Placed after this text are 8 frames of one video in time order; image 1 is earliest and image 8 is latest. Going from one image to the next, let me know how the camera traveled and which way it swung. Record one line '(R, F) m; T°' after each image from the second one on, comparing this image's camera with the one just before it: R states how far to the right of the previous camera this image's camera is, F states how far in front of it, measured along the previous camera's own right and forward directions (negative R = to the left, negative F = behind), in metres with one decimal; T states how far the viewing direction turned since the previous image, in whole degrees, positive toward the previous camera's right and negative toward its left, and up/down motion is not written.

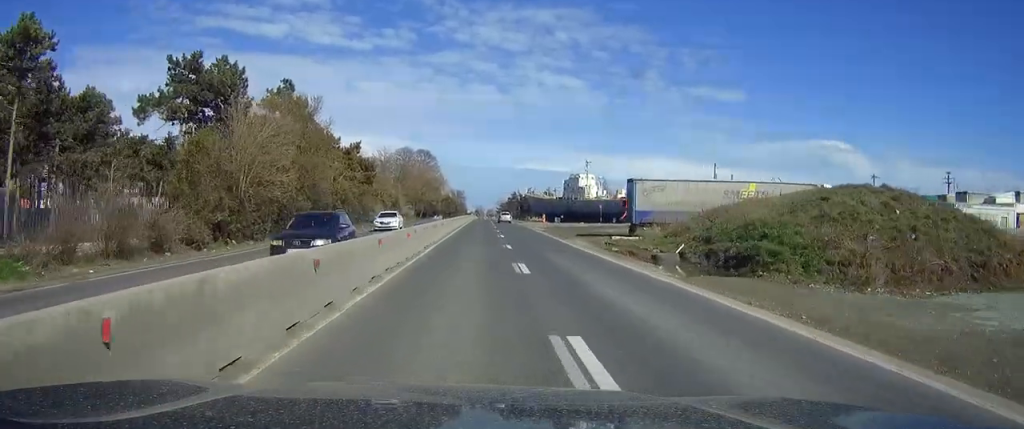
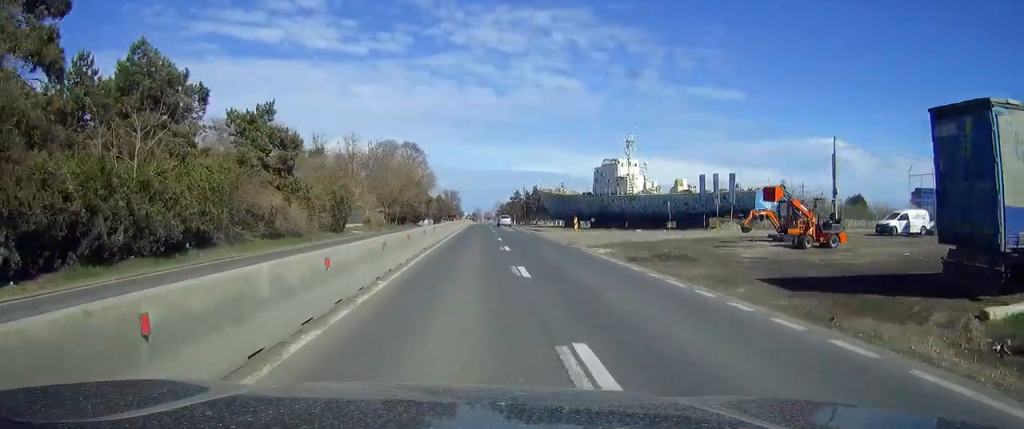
(+0.1, +35.4) m; 0°
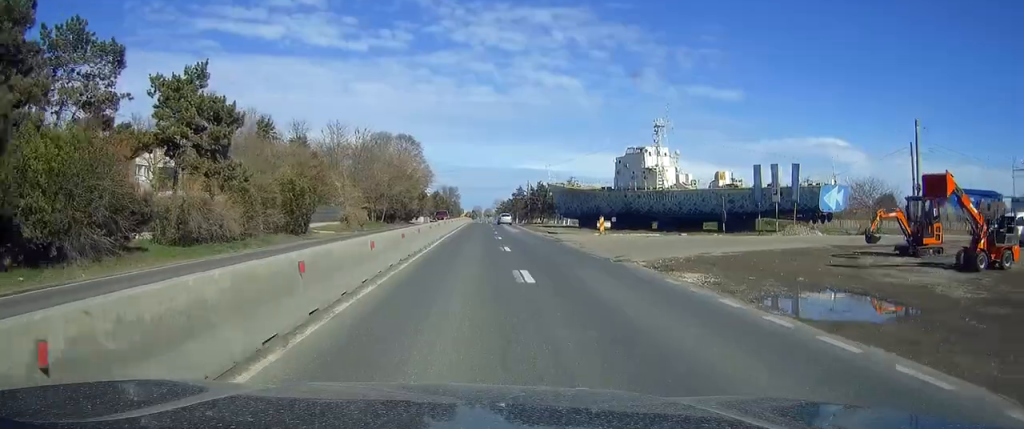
(+0.1, +13.5) m; 0°
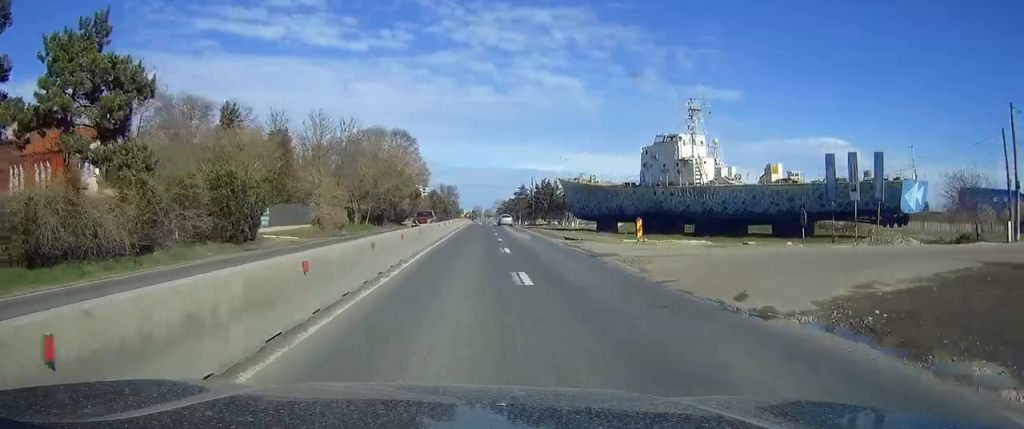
(0.0, +11.8) m; 0°
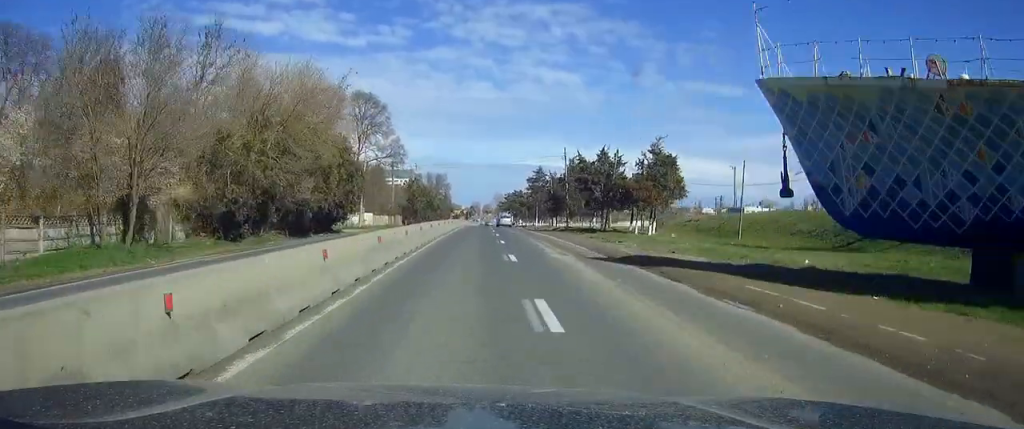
(-0.2, +52.2) m; 0°
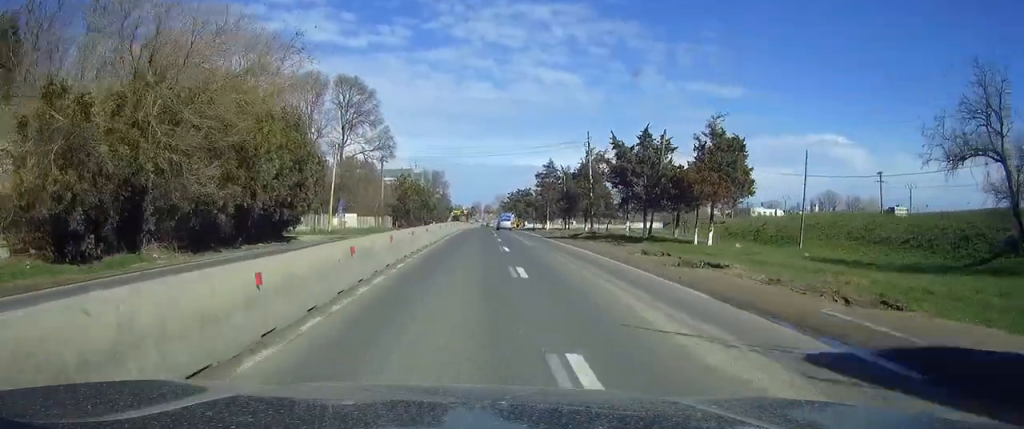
(0.0, +15.8) m; 0°
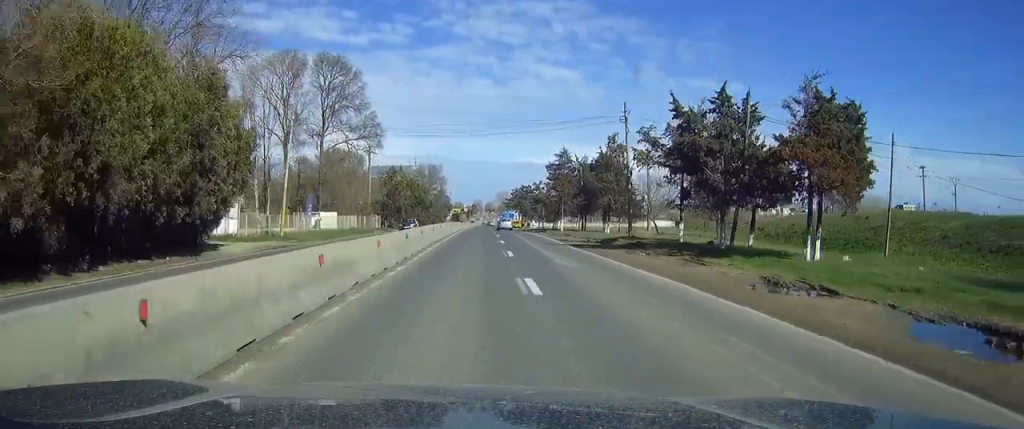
(0.0, +14.8) m; 0°
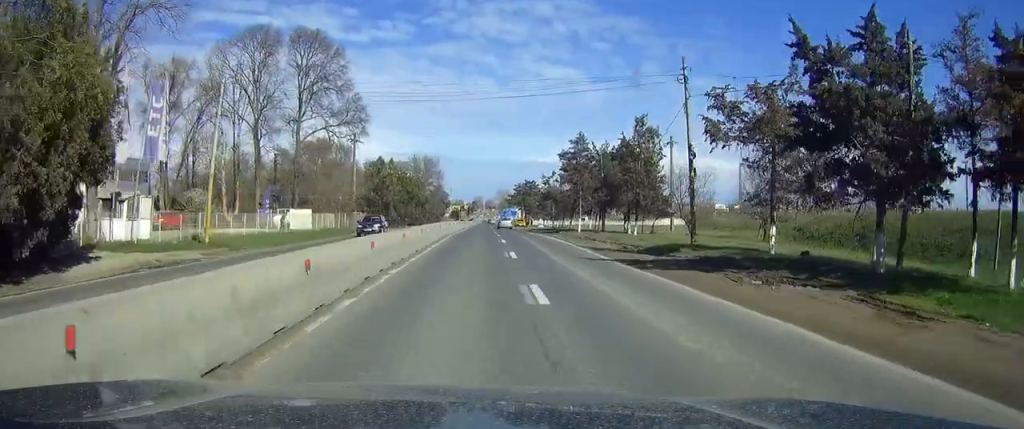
(0.0, +13.1) m; 0°
